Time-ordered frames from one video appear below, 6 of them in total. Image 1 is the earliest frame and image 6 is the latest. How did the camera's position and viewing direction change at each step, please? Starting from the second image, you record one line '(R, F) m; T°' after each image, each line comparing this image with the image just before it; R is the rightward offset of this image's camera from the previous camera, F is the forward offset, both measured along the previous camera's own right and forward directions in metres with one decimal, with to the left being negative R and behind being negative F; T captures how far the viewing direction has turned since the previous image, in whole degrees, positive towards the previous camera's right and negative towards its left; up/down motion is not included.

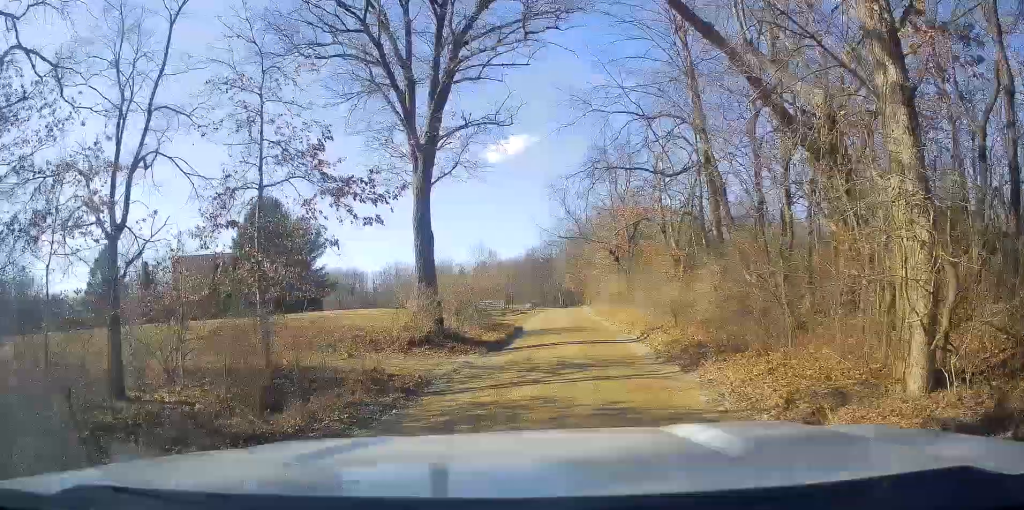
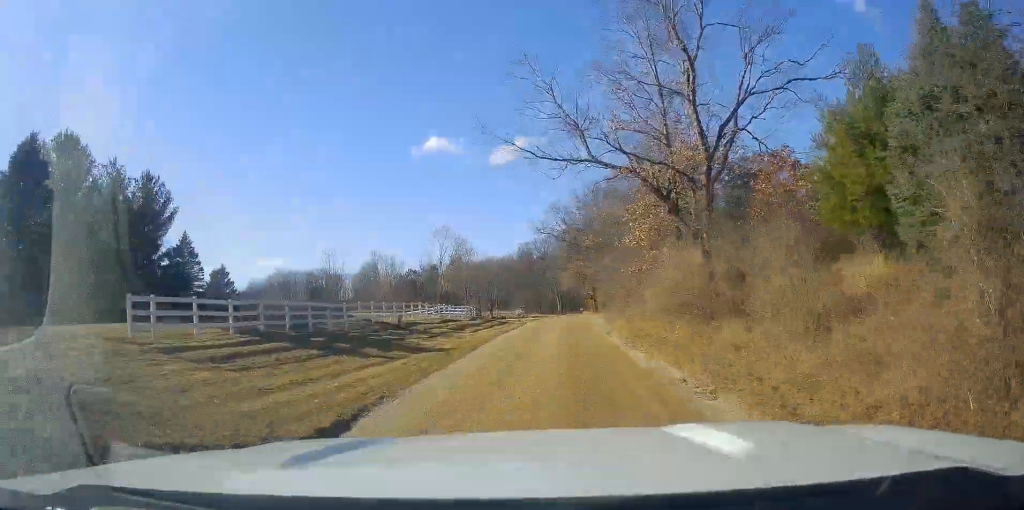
(+0.3, +32.4) m; +2°
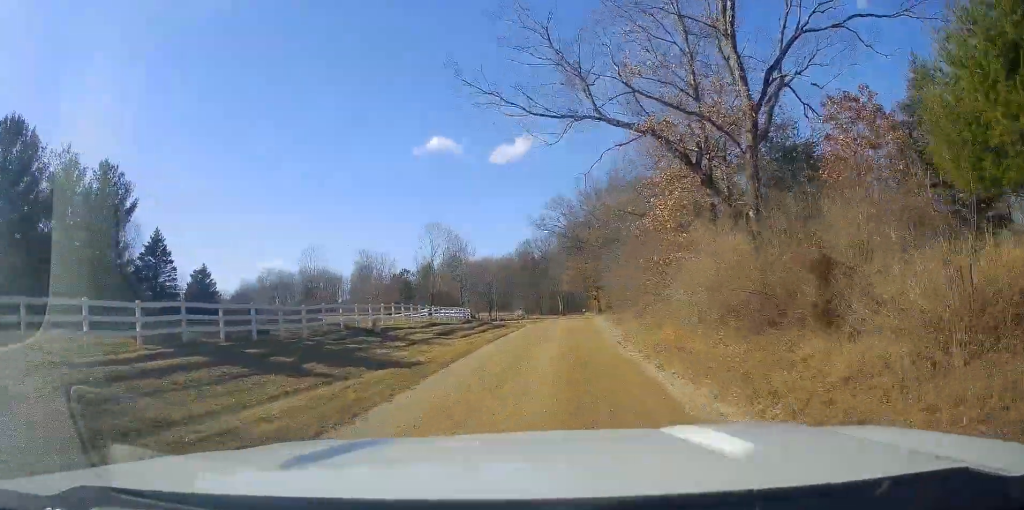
(+0.1, +5.8) m; 0°
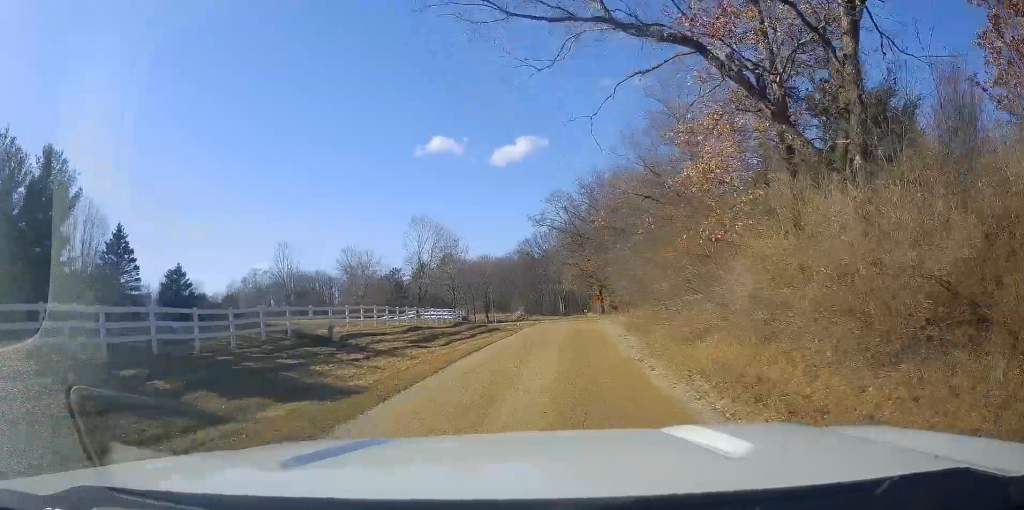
(0.0, +6.7) m; 0°
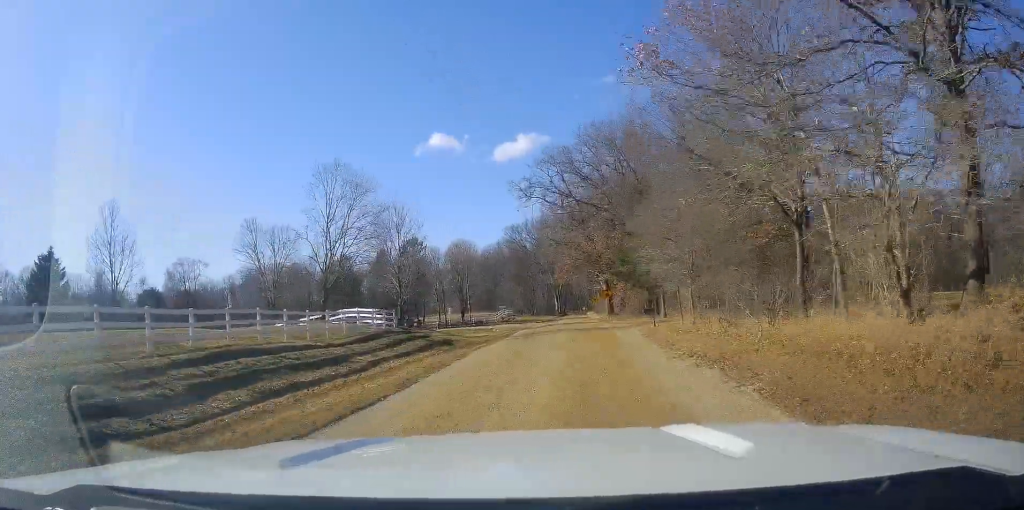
(-0.7, +24.5) m; -2°
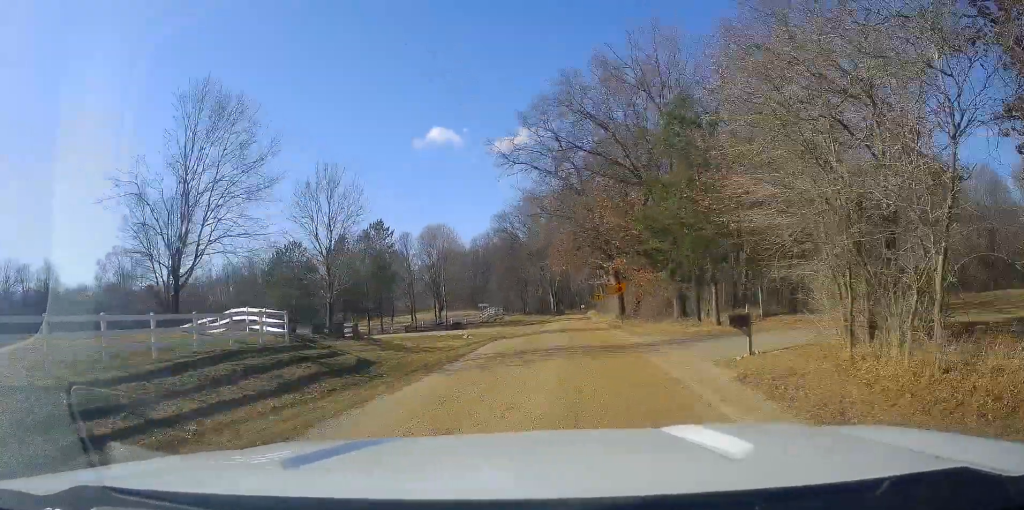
(+0.4, +16.6) m; +3°
